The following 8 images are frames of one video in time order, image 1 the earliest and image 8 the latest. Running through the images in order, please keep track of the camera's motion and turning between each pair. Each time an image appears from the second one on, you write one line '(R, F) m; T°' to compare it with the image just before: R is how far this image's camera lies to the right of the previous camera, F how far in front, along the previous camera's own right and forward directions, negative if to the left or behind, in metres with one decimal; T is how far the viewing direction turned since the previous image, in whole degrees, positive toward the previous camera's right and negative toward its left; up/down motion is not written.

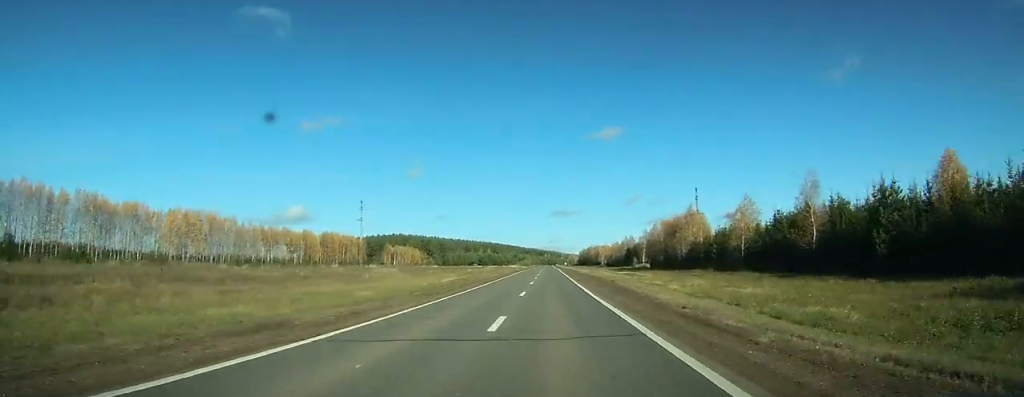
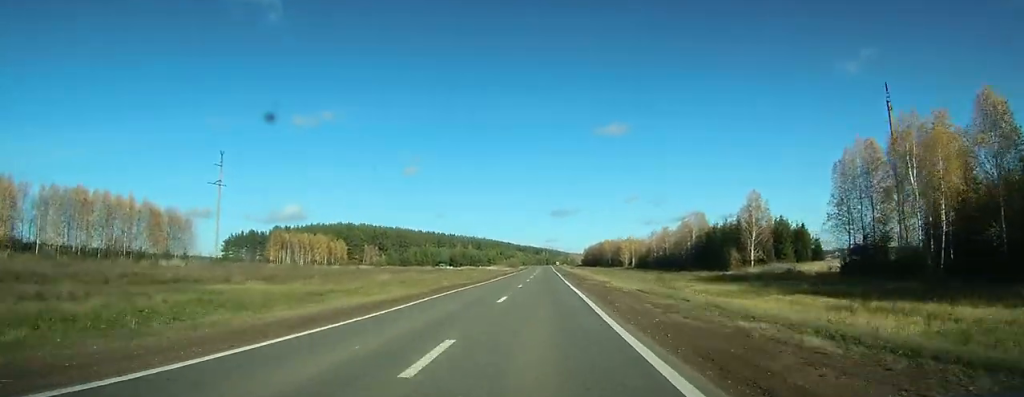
(+0.1, +100.0) m; 0°
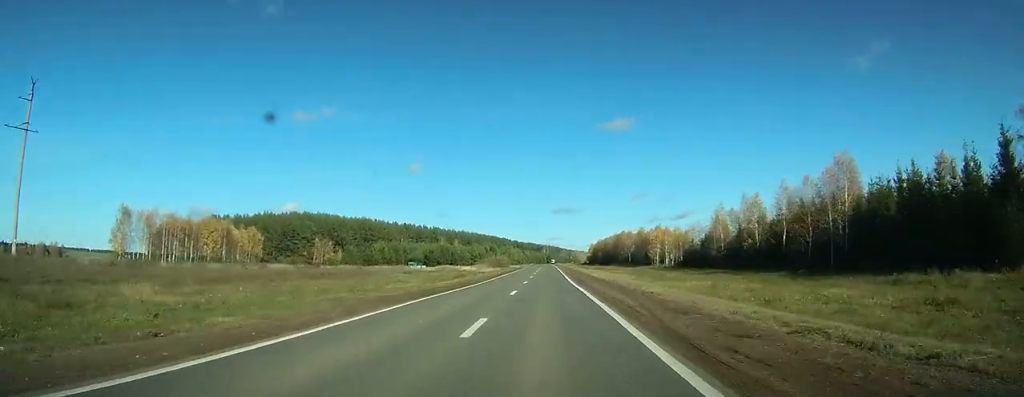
(0.0, +56.2) m; 0°
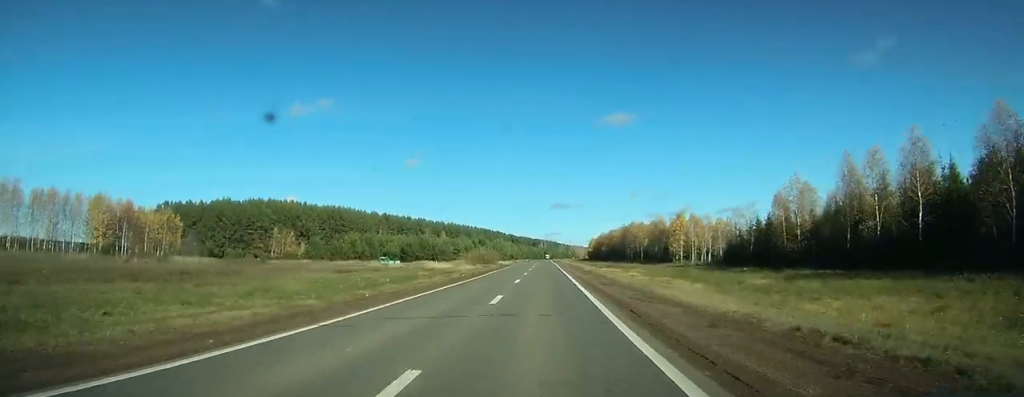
(+0.1, +29.3) m; 0°
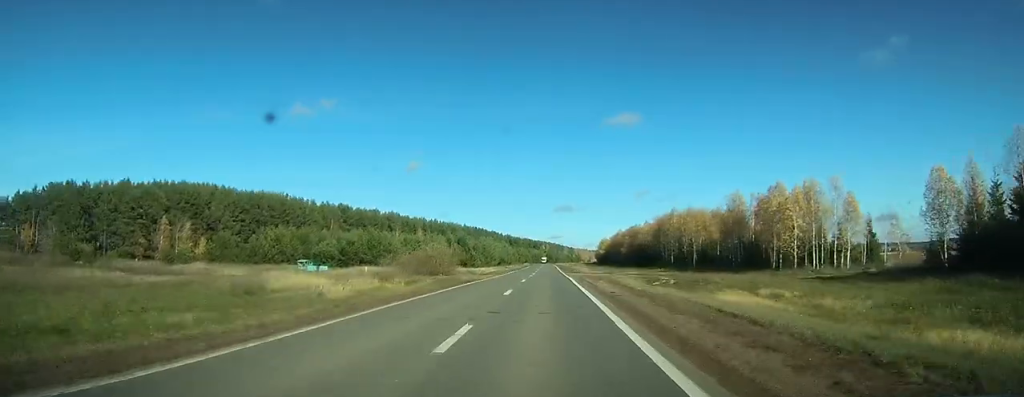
(+0.1, +52.7) m; 0°
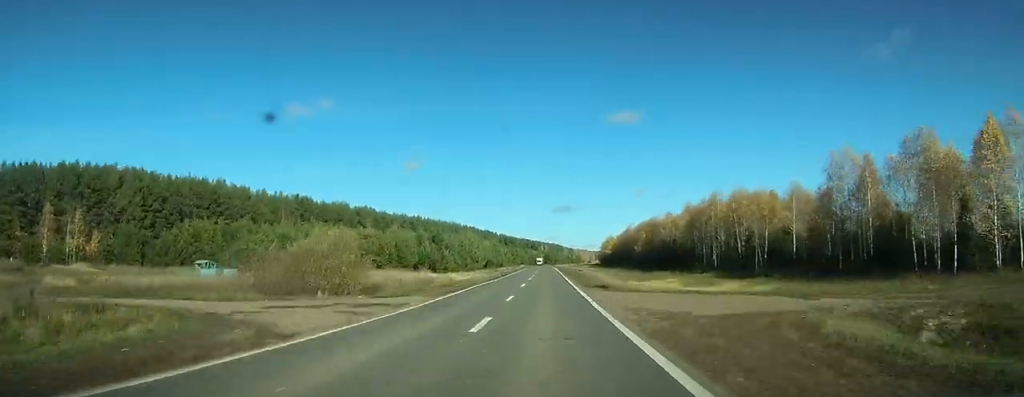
(0.0, +29.8) m; 0°
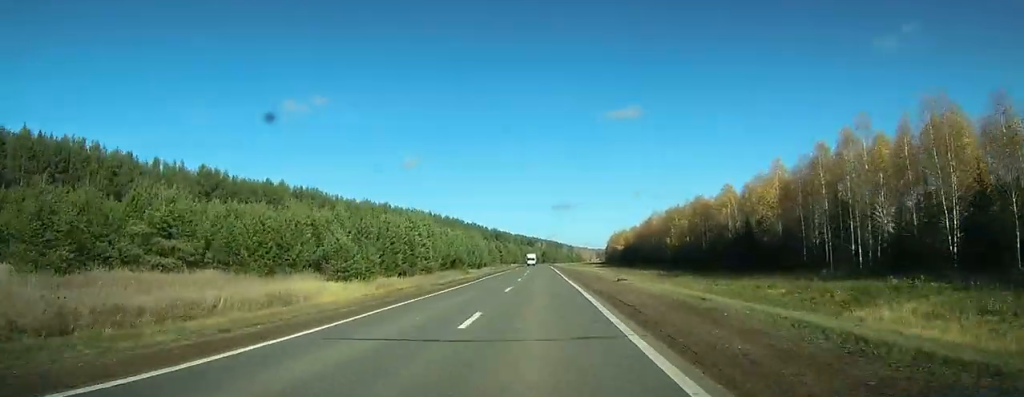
(0.0, +39.7) m; 0°
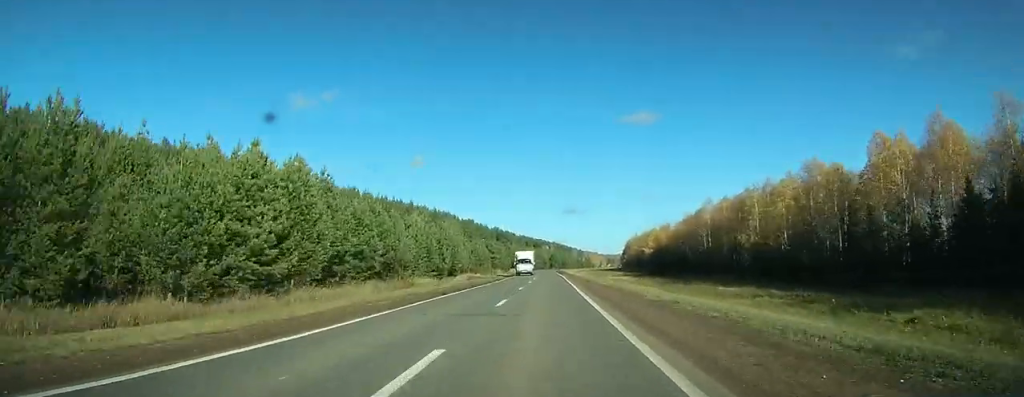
(-0.1, +34.9) m; 0°
